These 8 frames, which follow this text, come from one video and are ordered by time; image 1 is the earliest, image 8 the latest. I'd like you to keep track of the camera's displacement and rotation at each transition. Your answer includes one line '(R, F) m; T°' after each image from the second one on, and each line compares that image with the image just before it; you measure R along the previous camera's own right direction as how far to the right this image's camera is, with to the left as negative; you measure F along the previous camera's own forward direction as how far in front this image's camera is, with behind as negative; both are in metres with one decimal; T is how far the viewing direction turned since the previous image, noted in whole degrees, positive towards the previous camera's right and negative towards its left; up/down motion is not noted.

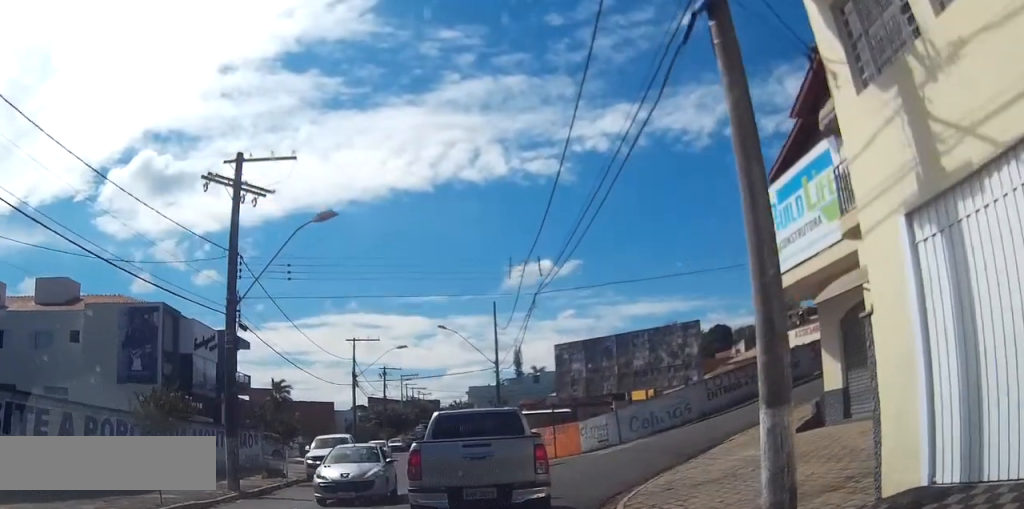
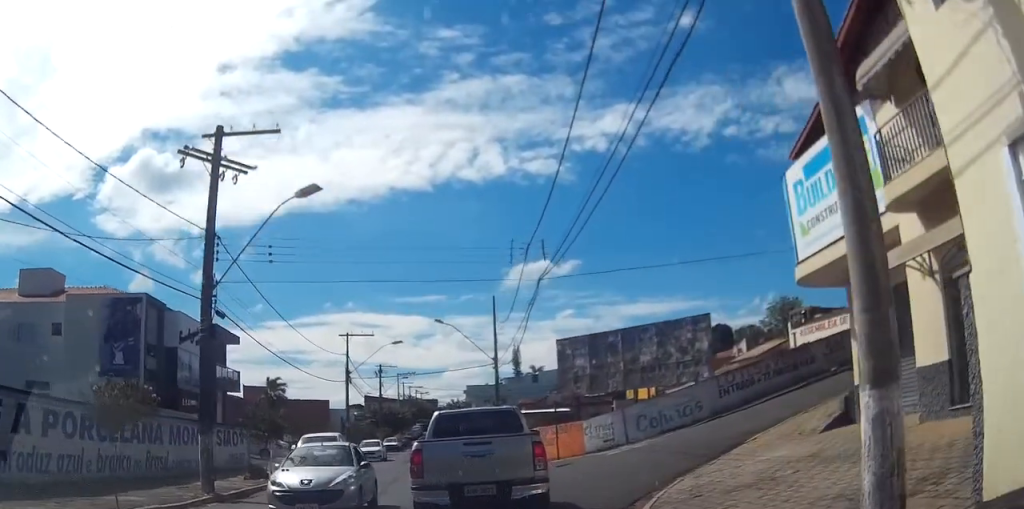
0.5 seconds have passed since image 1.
(-0.1, +2.0) m; -3°
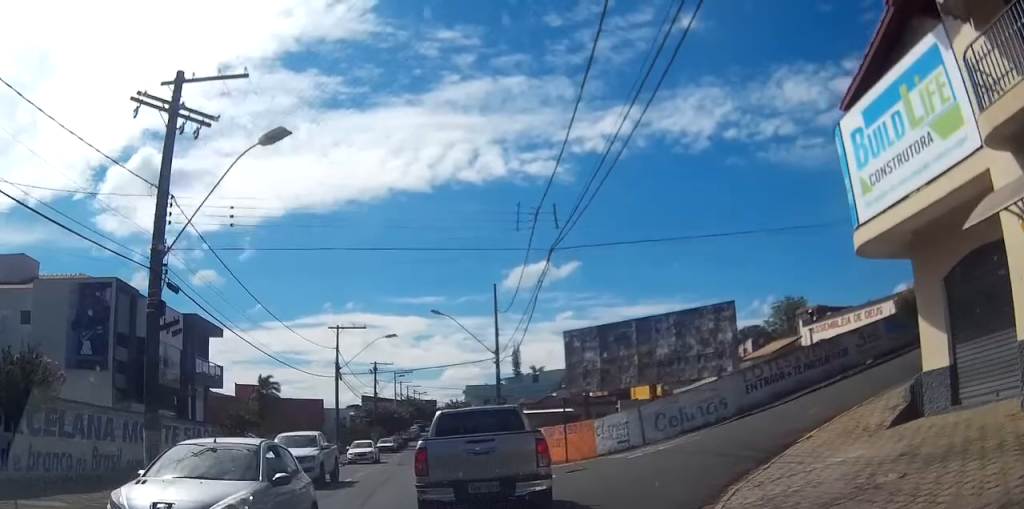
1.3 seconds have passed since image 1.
(-0.2, +3.5) m; -4°
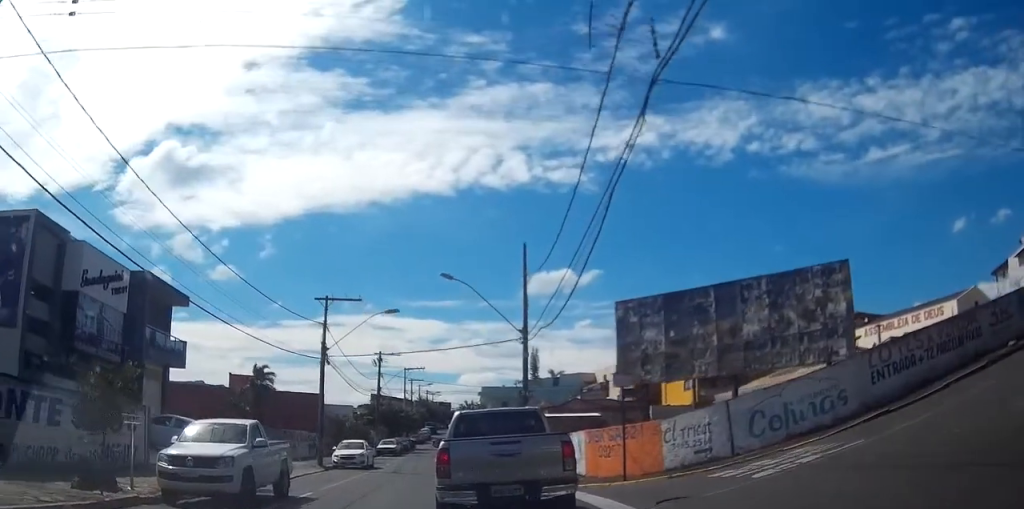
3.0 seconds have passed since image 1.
(-0.1, +9.3) m; -1°
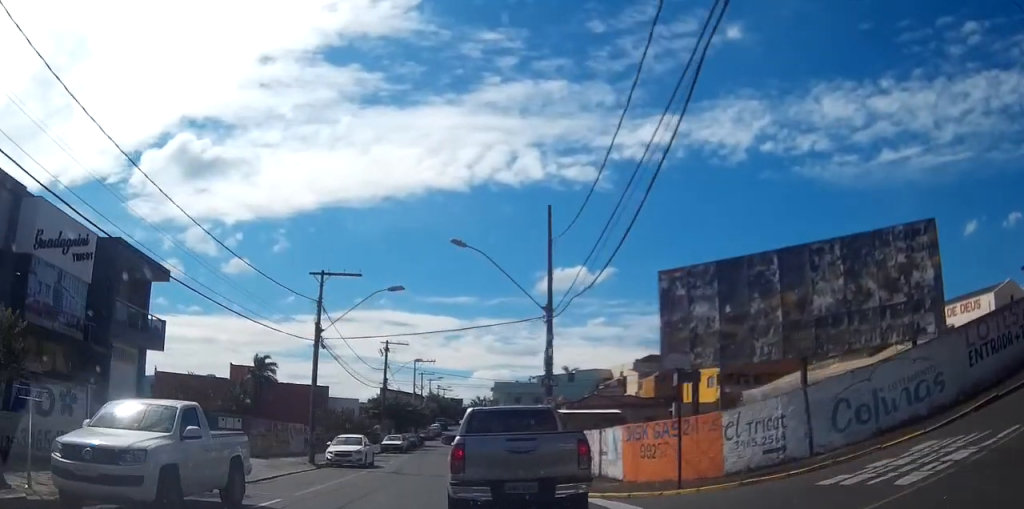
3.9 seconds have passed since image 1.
(0.0, +4.8) m; -2°
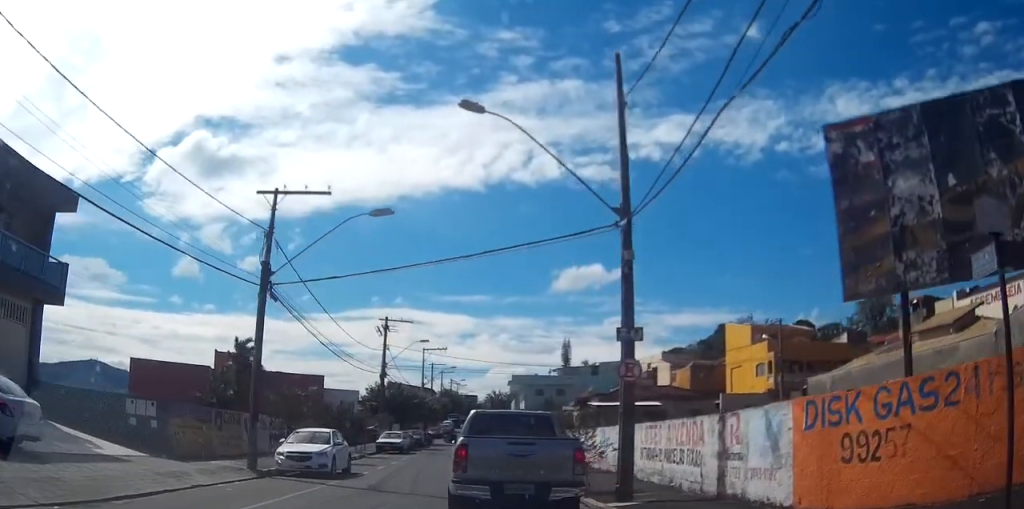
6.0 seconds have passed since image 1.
(-0.2, +11.5) m; -1°
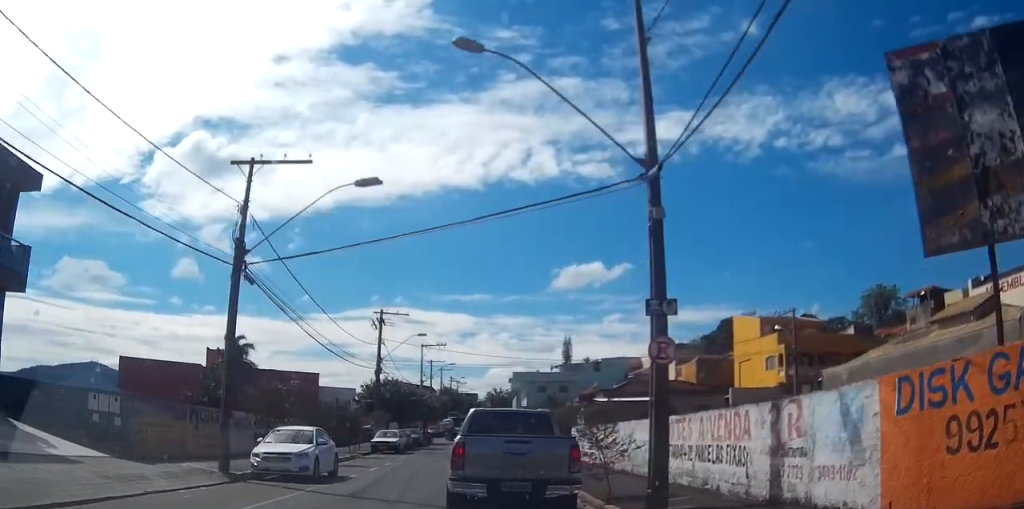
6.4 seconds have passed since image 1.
(0.0, +2.7) m; 0°
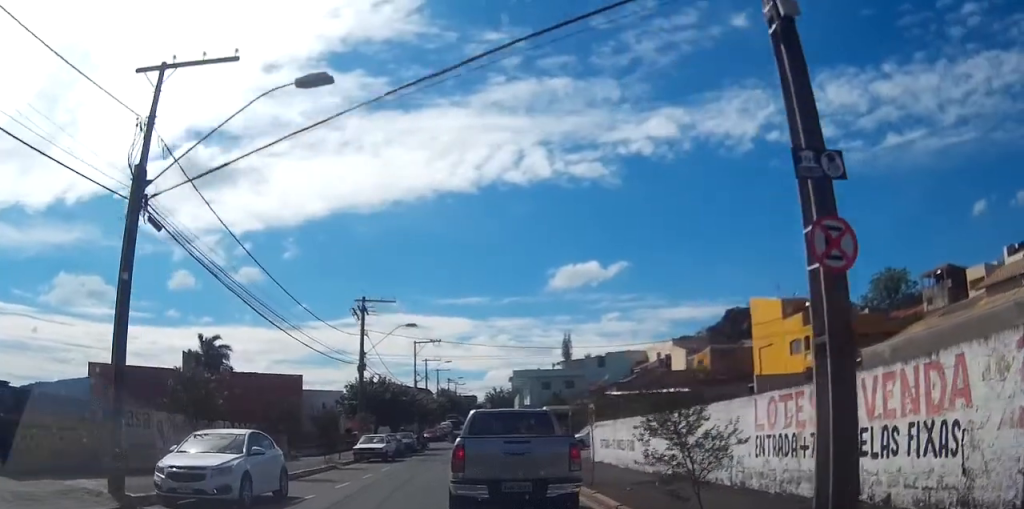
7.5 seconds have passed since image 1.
(0.0, +6.3) m; 0°
